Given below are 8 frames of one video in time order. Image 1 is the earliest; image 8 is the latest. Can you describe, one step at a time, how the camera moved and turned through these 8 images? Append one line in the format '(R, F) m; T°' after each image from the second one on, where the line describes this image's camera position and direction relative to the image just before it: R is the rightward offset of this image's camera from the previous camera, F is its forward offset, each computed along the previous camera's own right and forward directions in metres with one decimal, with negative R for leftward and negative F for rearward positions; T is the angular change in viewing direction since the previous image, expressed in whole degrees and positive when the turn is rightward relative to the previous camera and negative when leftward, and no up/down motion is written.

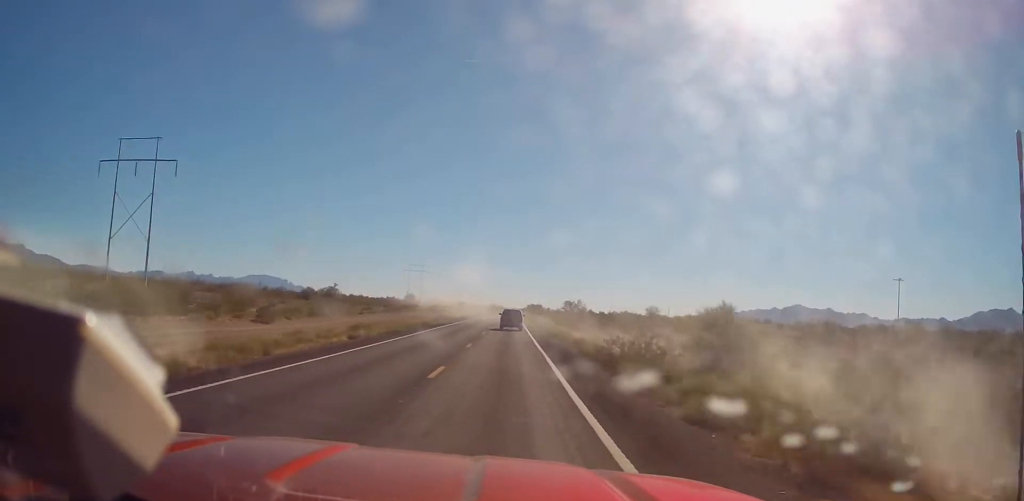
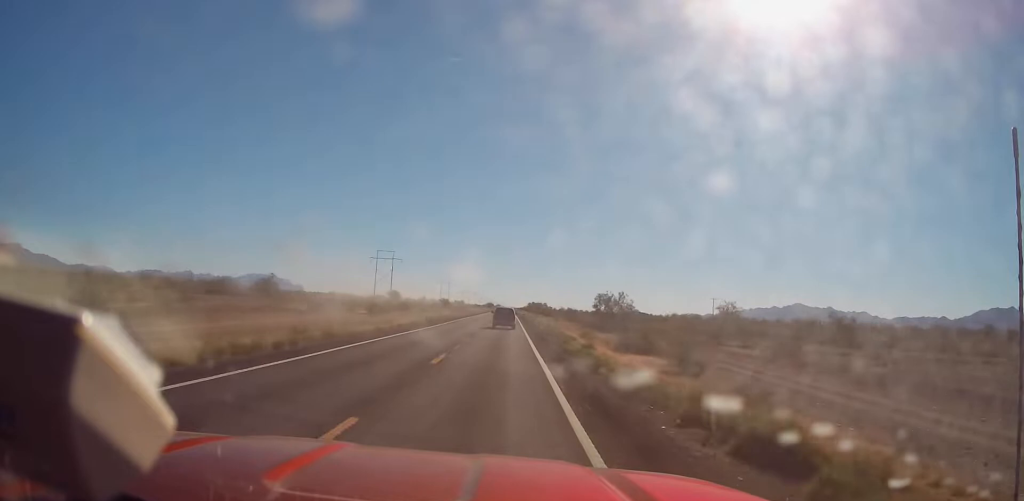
(-0.3, +61.8) m; 0°
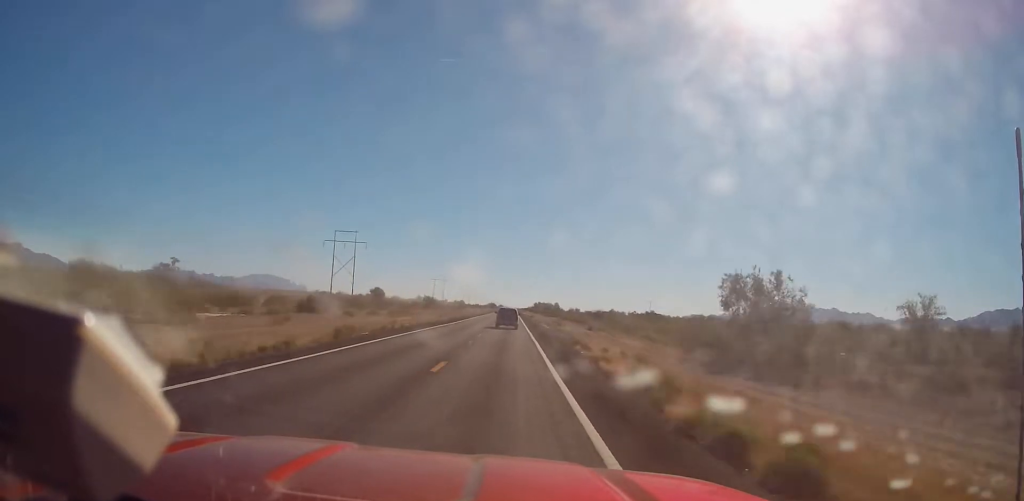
(0.0, +55.8) m; 0°
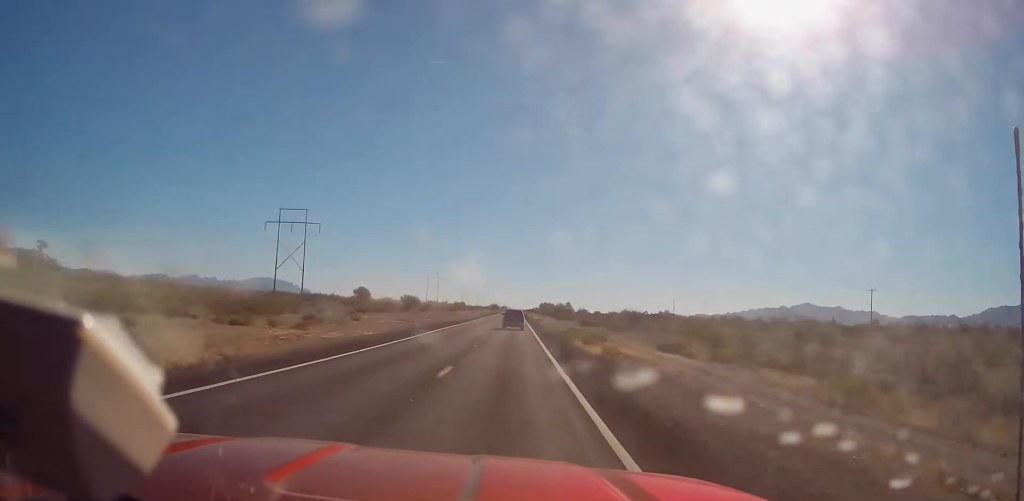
(0.0, +41.0) m; 0°
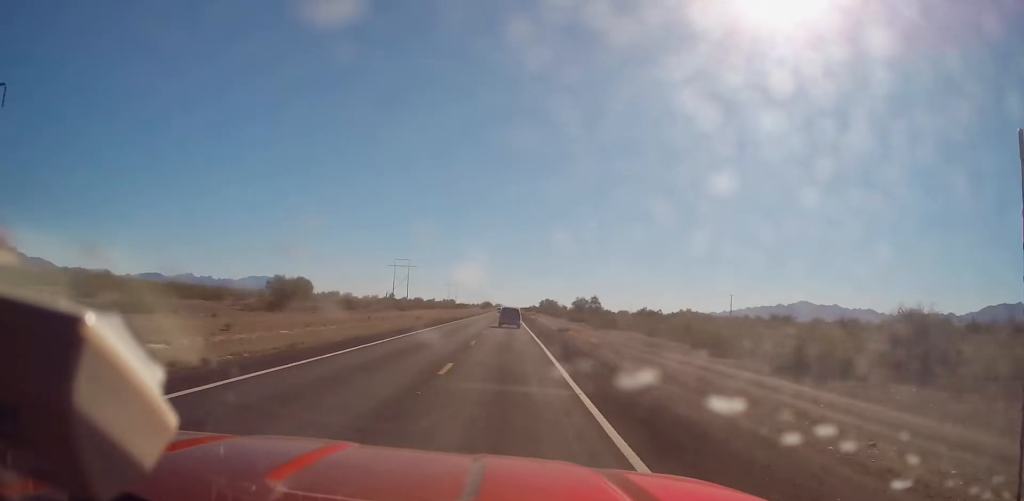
(0.0, +78.6) m; 0°
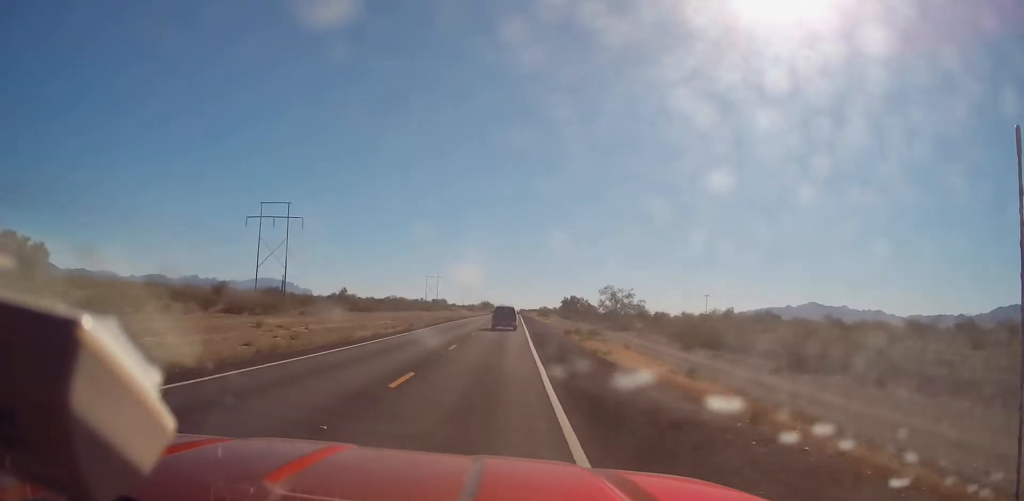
(-0.8, +129.4) m; -1°
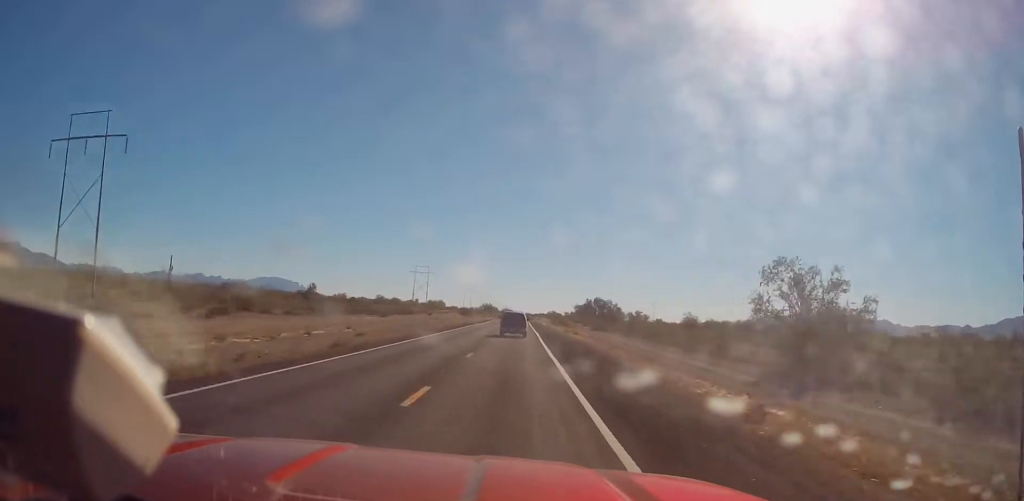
(-0.1, +53.7) m; 0°
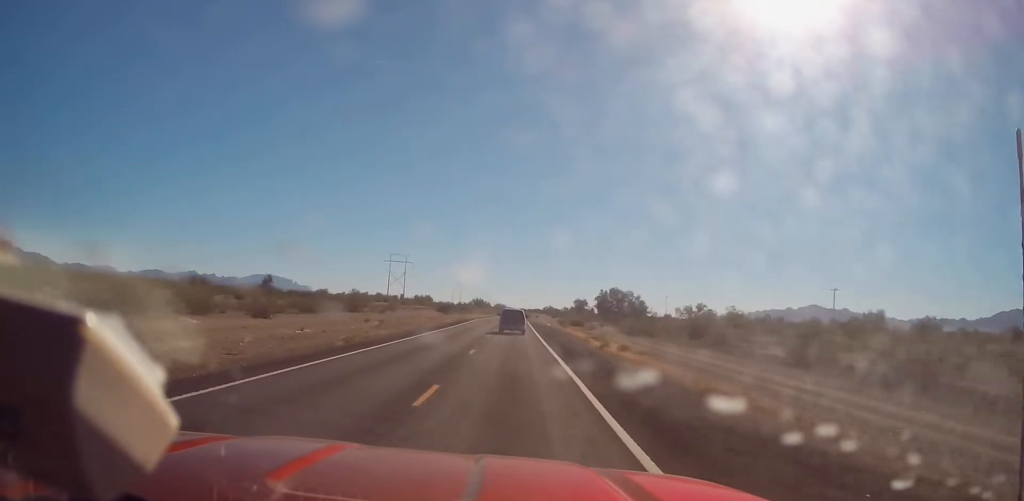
(+0.1, +39.0) m; 0°
